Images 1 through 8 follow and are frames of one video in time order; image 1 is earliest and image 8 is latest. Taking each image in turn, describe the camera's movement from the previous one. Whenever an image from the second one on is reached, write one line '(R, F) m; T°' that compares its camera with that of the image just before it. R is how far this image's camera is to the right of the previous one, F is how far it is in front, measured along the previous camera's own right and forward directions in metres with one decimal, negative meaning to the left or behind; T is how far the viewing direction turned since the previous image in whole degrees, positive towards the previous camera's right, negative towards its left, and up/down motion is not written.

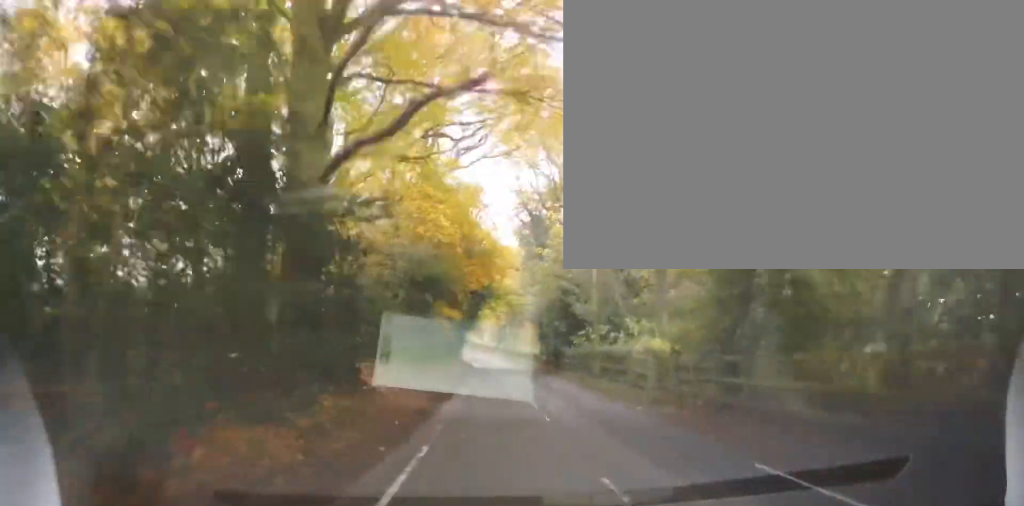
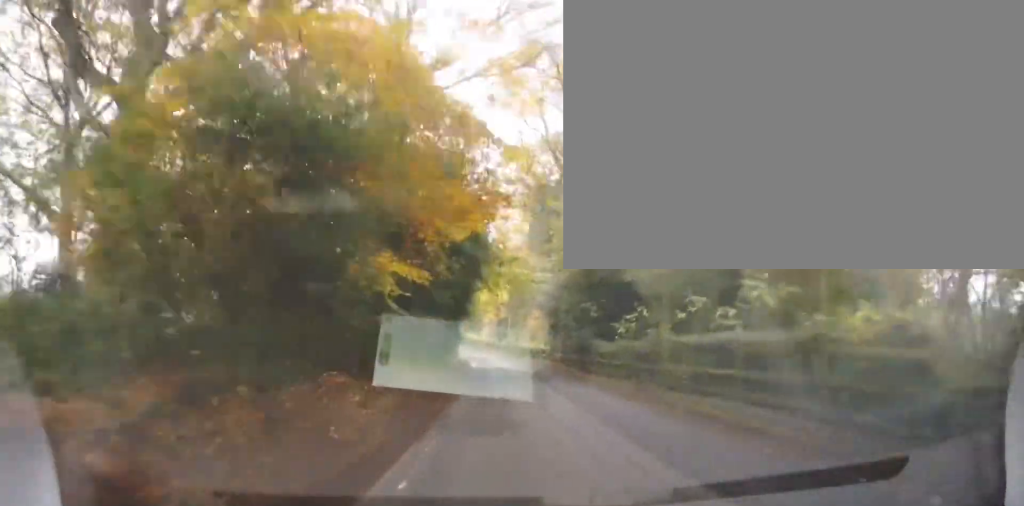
(-0.1, +10.9) m; 0°
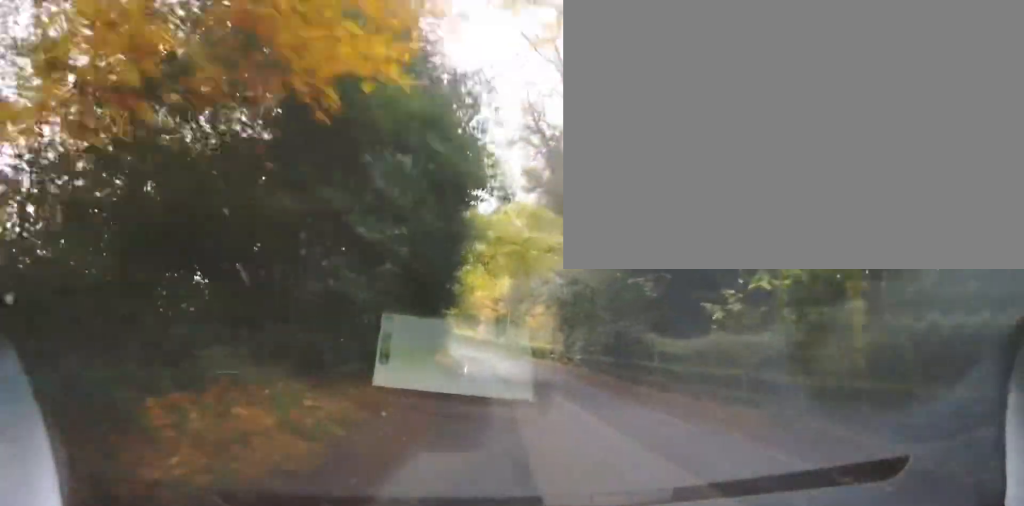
(-0.2, +8.9) m; 0°
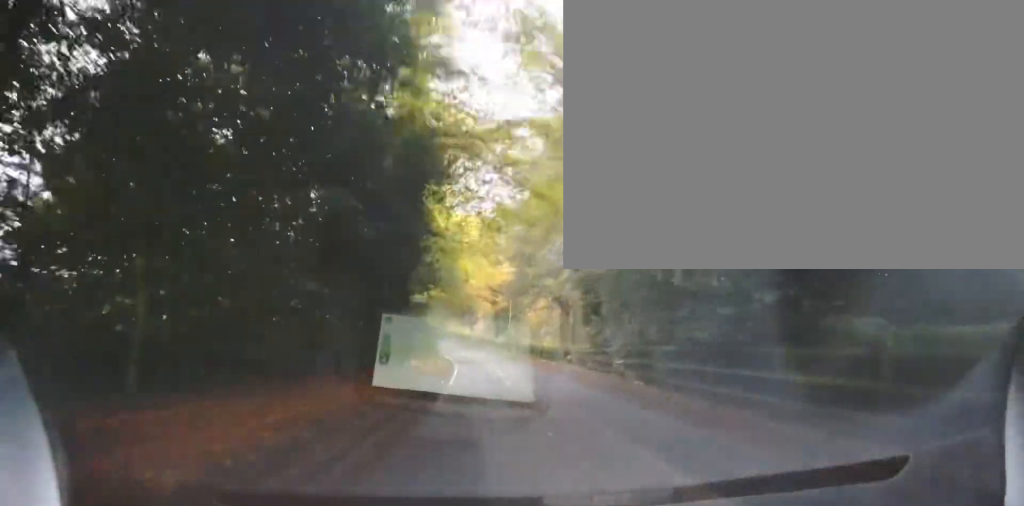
(+0.2, +9.3) m; 0°
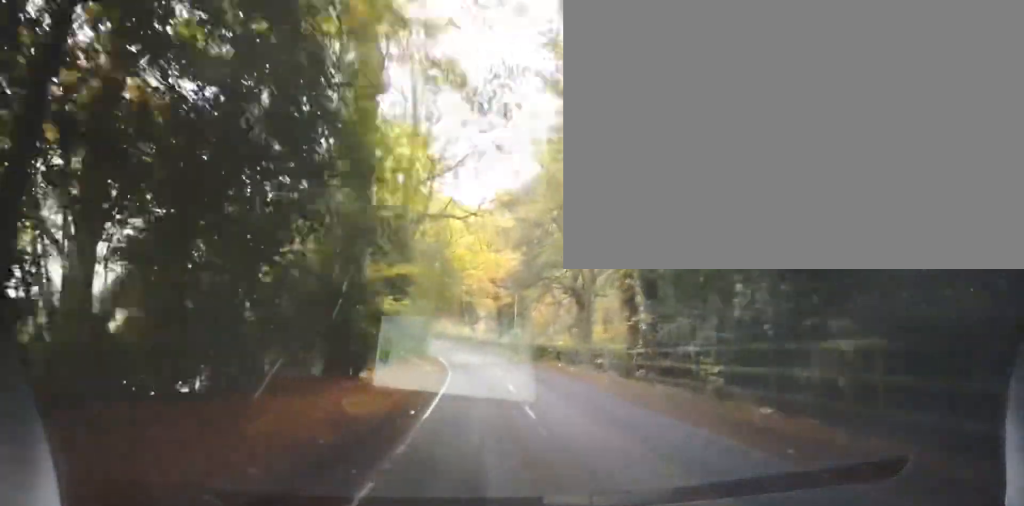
(-0.1, +7.9) m; 0°
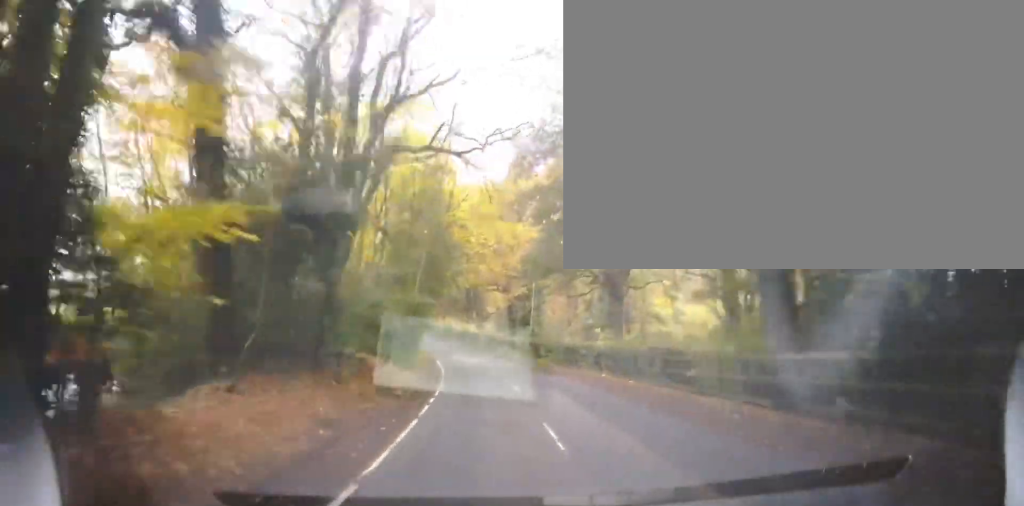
(0.0, +9.9) m; 0°
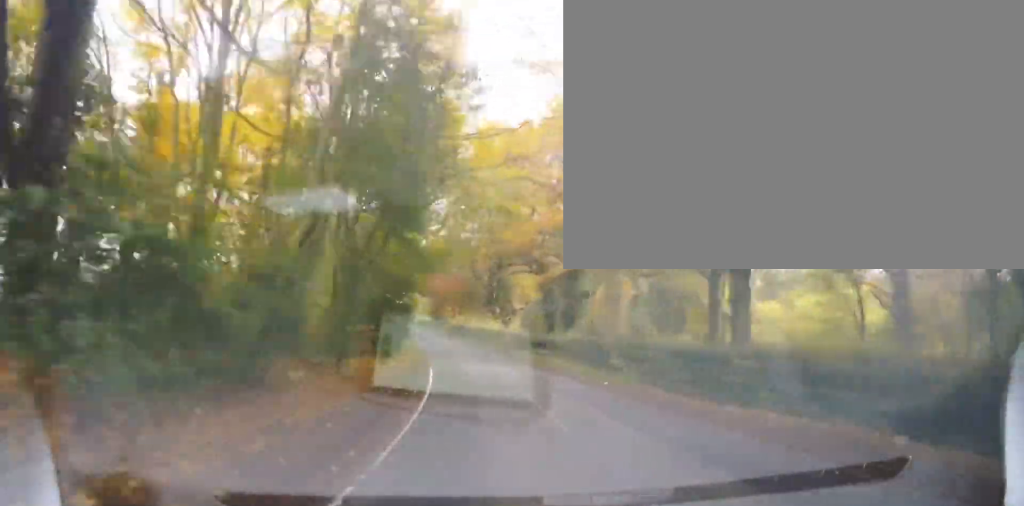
(+0.1, +15.5) m; -2°
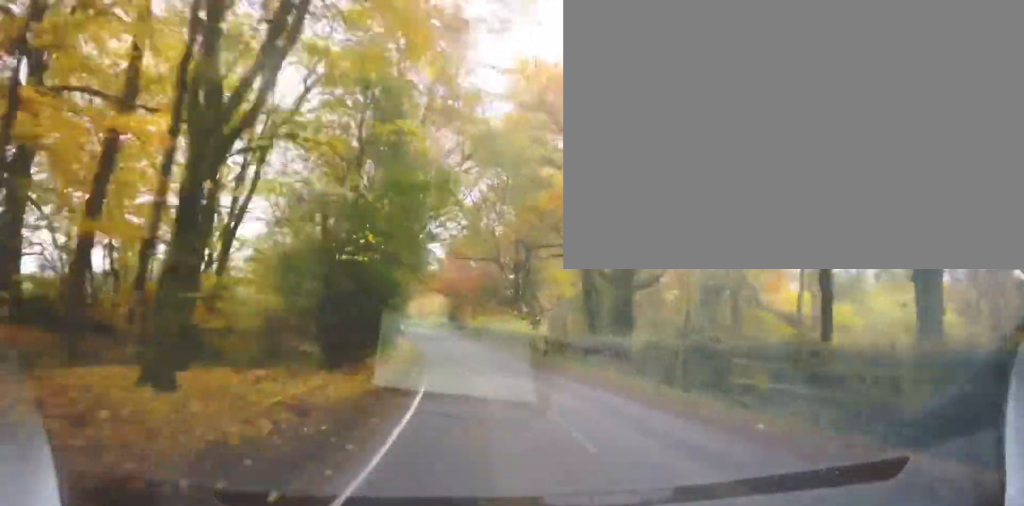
(-0.1, +9.4) m; -3°
